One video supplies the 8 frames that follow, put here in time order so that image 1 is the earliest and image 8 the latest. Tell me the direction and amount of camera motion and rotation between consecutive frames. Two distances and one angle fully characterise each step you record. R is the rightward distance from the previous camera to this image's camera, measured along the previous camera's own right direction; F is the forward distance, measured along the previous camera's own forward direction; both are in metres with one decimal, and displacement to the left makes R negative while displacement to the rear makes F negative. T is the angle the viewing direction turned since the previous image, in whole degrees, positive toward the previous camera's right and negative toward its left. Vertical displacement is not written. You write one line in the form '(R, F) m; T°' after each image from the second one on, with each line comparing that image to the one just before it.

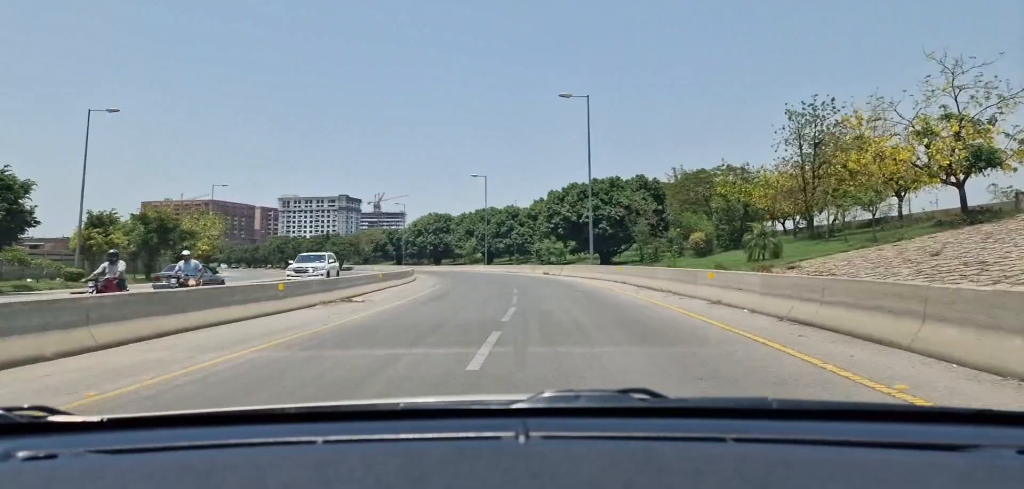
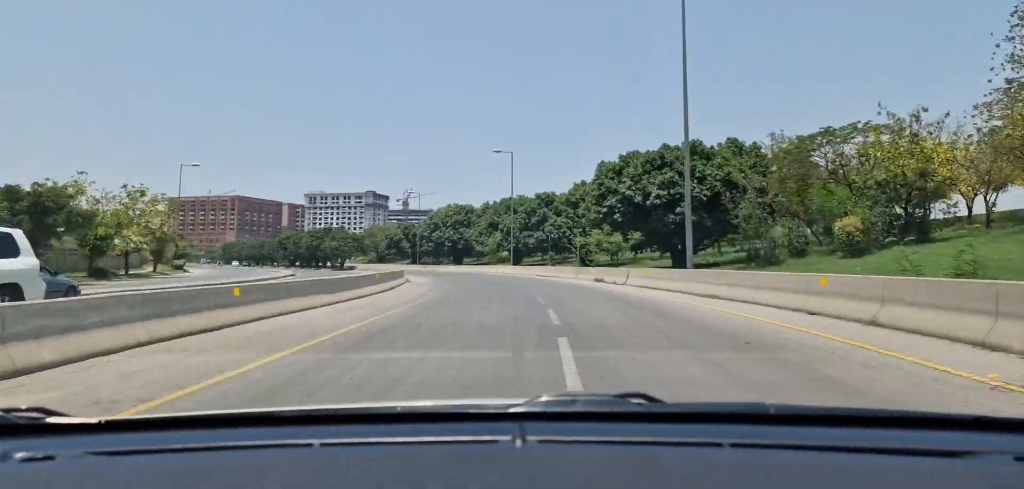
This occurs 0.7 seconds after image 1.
(-0.6, +18.4) m; -3°
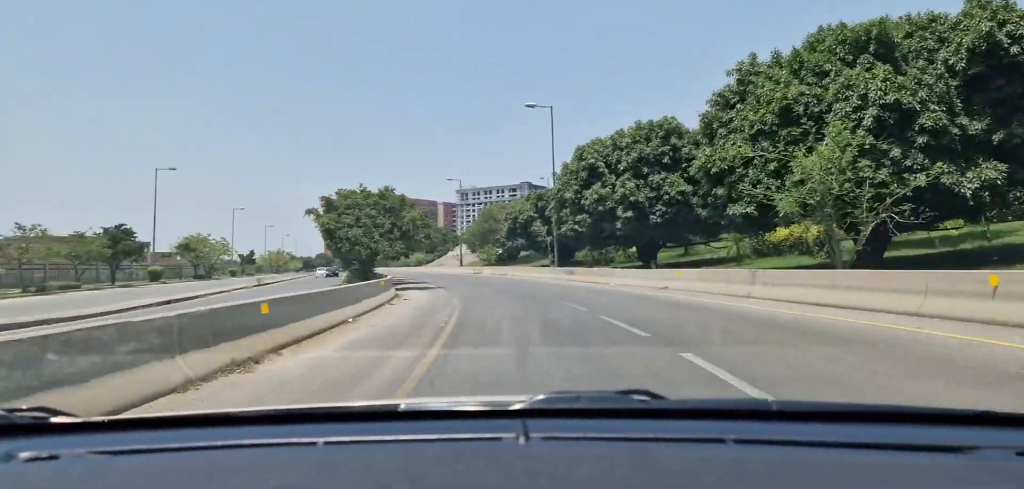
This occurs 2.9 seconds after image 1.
(-7.4, +60.1) m; -15°
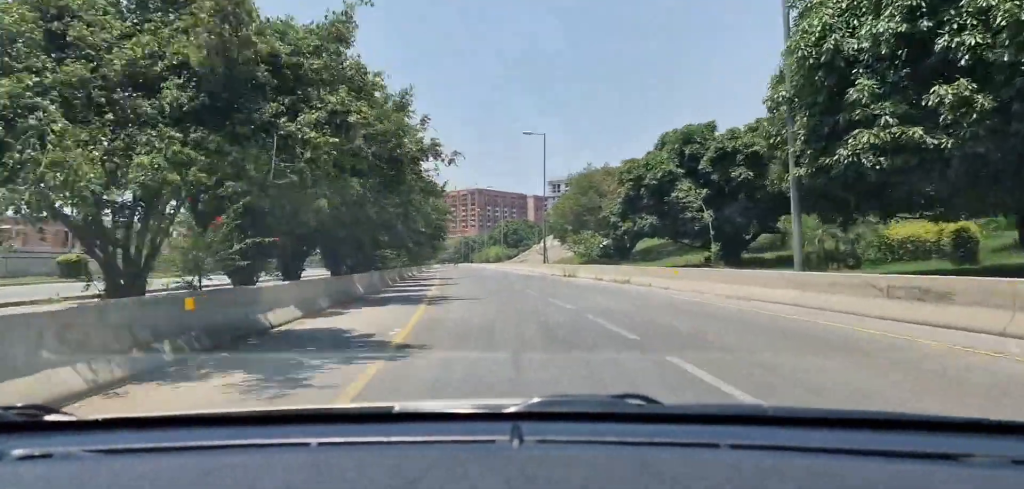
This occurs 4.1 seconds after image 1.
(-1.9, +29.3) m; -7°
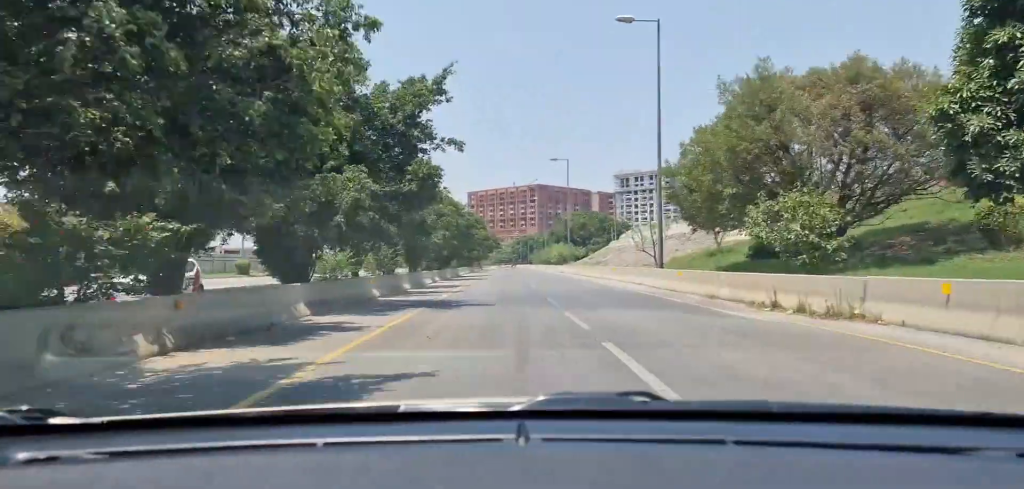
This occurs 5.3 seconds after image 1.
(-1.6, +28.9) m; -5°
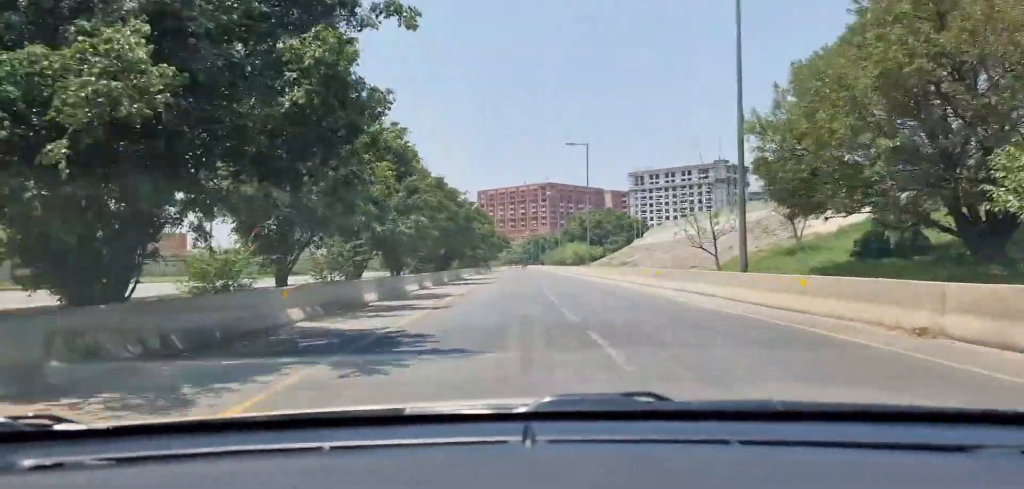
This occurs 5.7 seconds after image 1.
(-0.1, +9.2) m; -1°
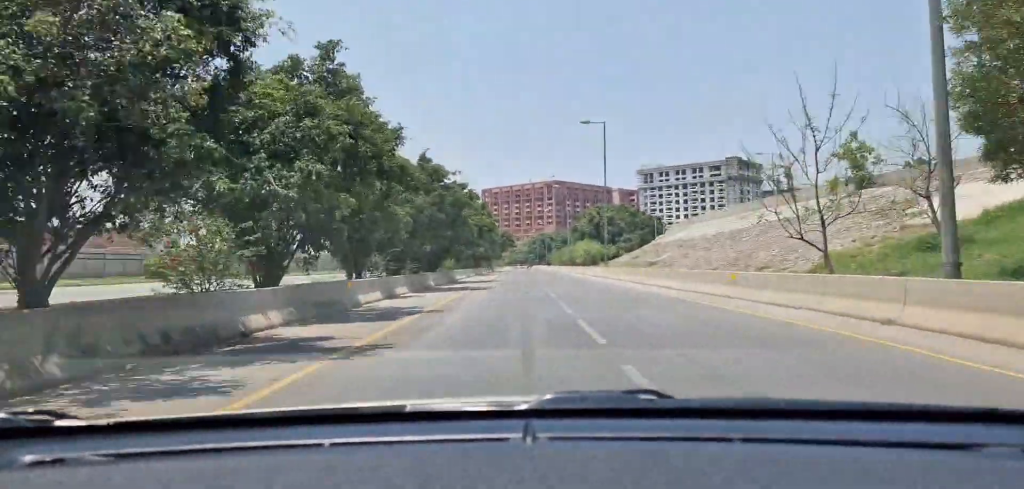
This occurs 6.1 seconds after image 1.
(-0.2, +10.4) m; +1°
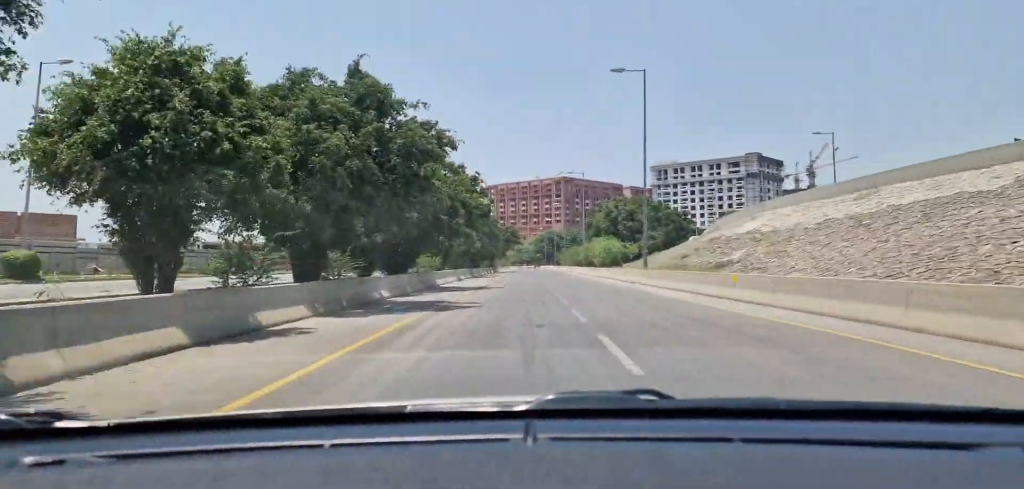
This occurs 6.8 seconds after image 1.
(+0.1, +13.6) m; +1°
